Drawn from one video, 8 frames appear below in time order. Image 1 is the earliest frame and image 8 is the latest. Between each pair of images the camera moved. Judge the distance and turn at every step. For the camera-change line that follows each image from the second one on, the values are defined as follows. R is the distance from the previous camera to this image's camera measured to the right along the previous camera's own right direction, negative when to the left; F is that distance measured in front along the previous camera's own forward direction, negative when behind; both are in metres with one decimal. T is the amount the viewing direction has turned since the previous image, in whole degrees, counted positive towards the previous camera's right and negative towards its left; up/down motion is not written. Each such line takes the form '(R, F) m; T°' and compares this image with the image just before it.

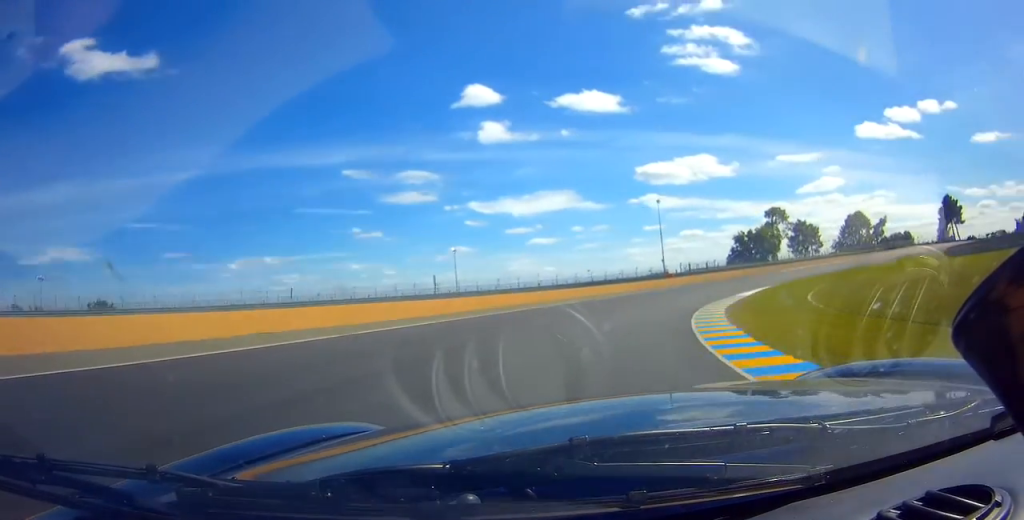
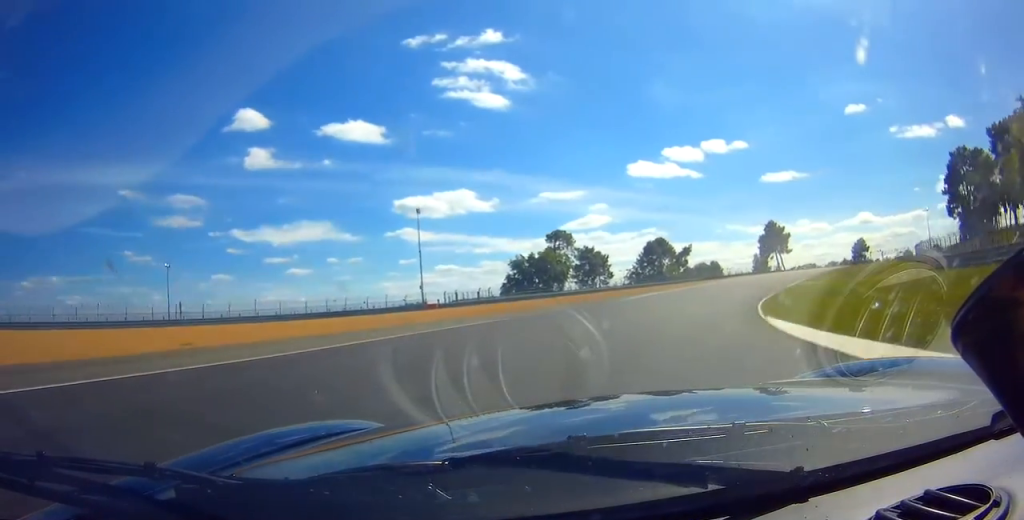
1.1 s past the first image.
(+5.8, +29.3) m; +20°
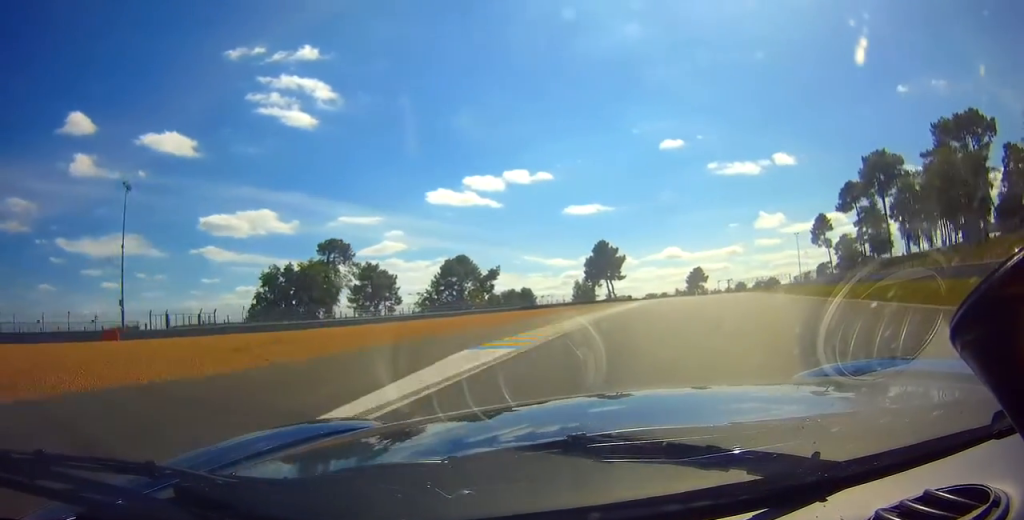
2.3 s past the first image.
(+5.9, +36.0) m; +20°
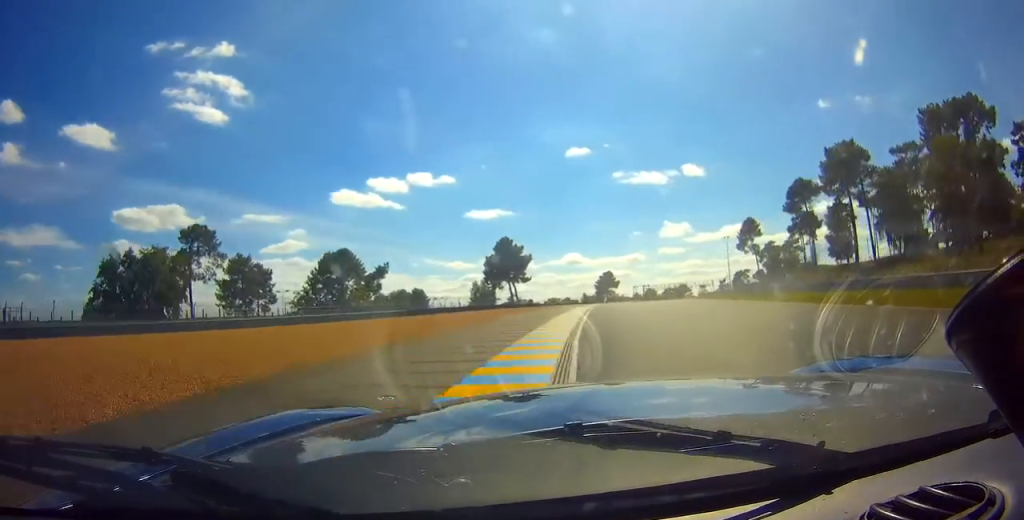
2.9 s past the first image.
(+2.4, +20.7) m; +6°
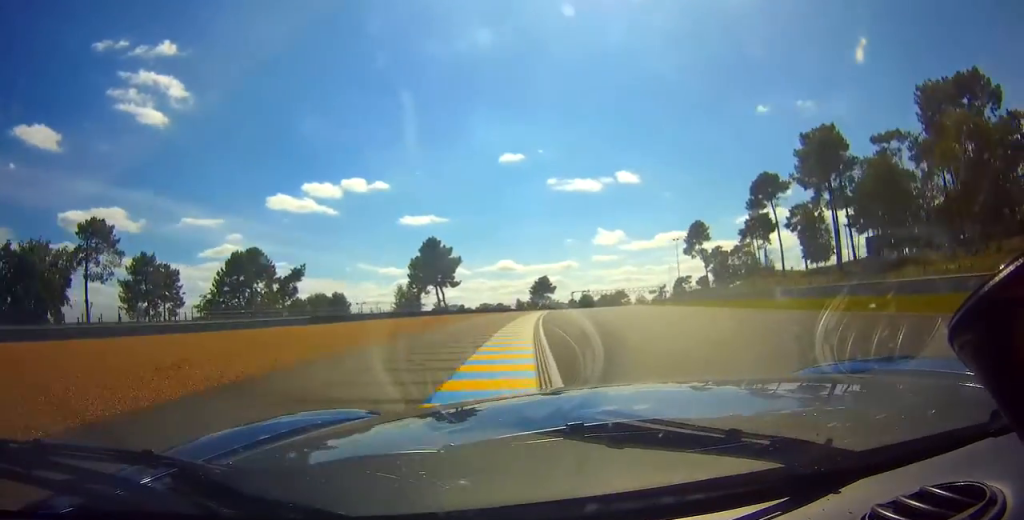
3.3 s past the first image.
(+0.9, +14.5) m; +3°
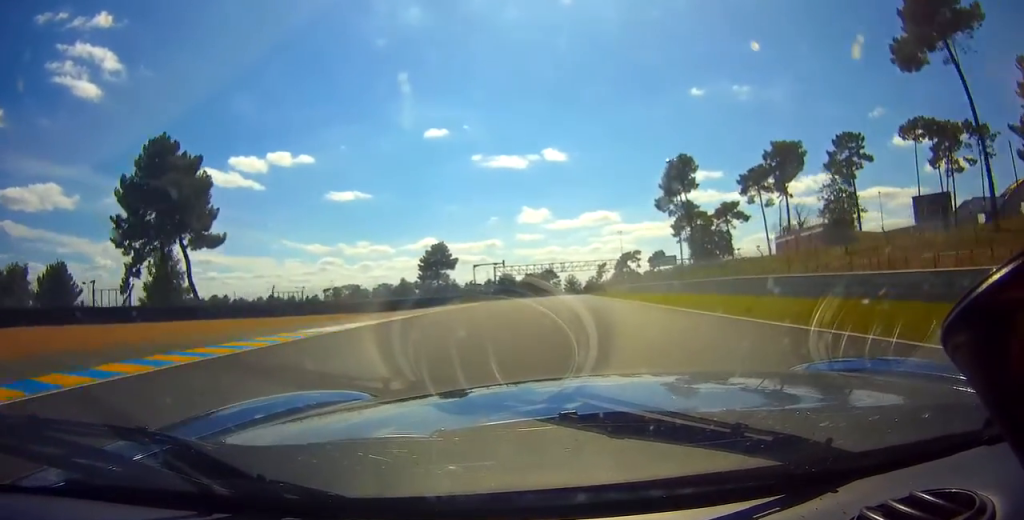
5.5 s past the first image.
(+3.8, +78.4) m; +6°
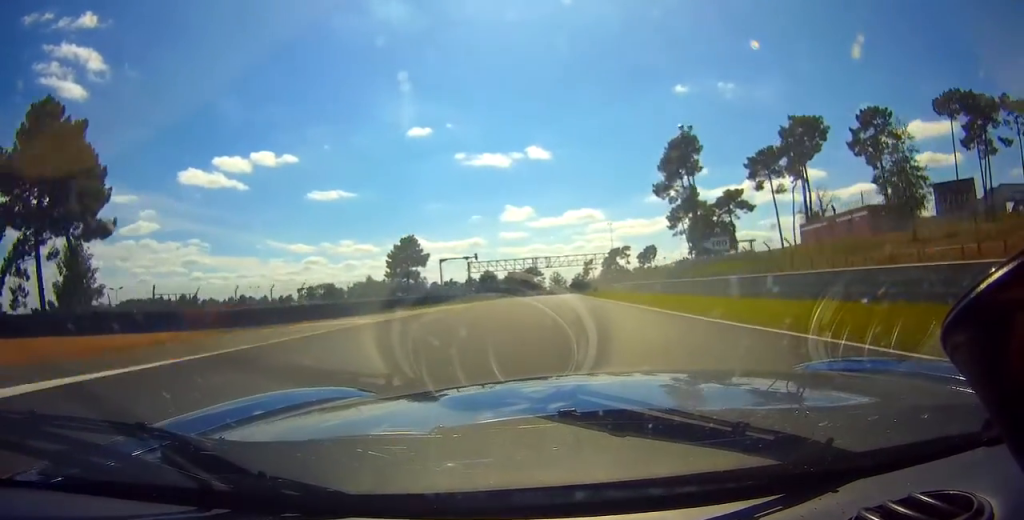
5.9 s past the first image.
(+0.2, +16.8) m; +1°
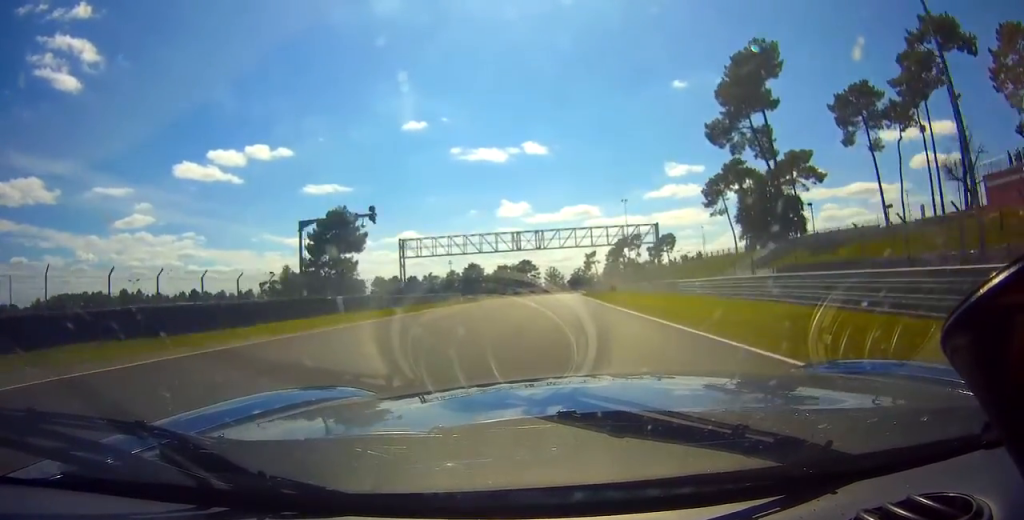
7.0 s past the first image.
(+0.5, +40.7) m; +1°
